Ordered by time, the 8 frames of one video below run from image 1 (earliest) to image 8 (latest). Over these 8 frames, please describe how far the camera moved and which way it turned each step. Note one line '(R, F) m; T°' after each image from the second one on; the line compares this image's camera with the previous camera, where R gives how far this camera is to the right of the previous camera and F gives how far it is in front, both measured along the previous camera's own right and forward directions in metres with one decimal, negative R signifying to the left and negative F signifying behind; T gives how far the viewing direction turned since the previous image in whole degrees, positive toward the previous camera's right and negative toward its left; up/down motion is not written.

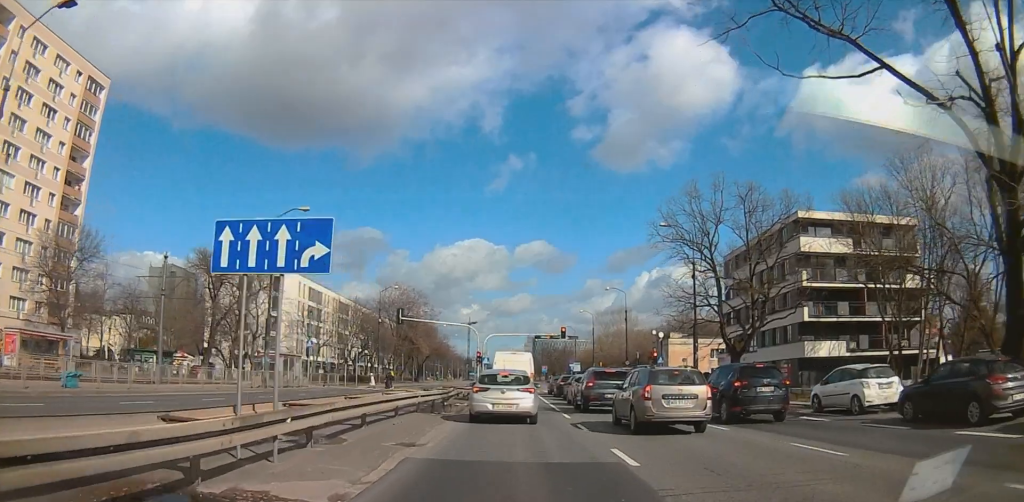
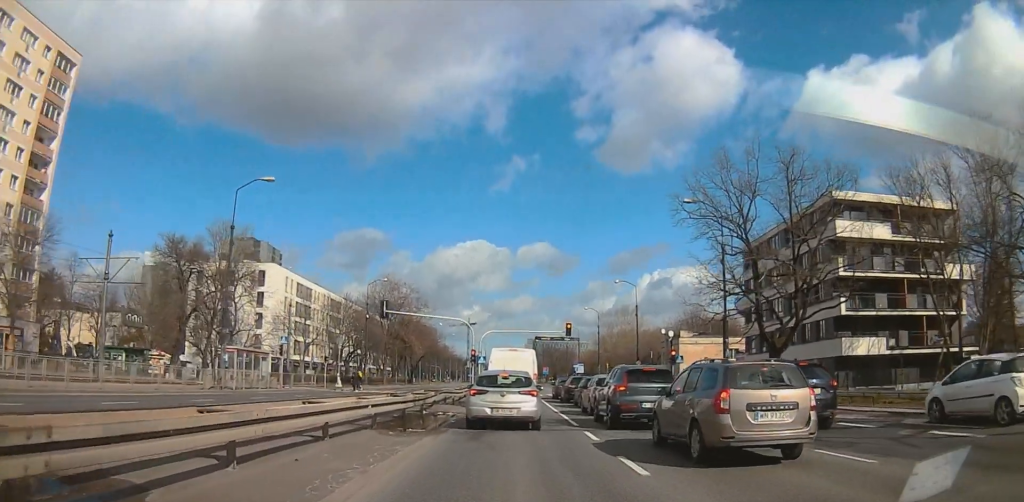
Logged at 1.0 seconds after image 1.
(-0.2, +10.8) m; 0°
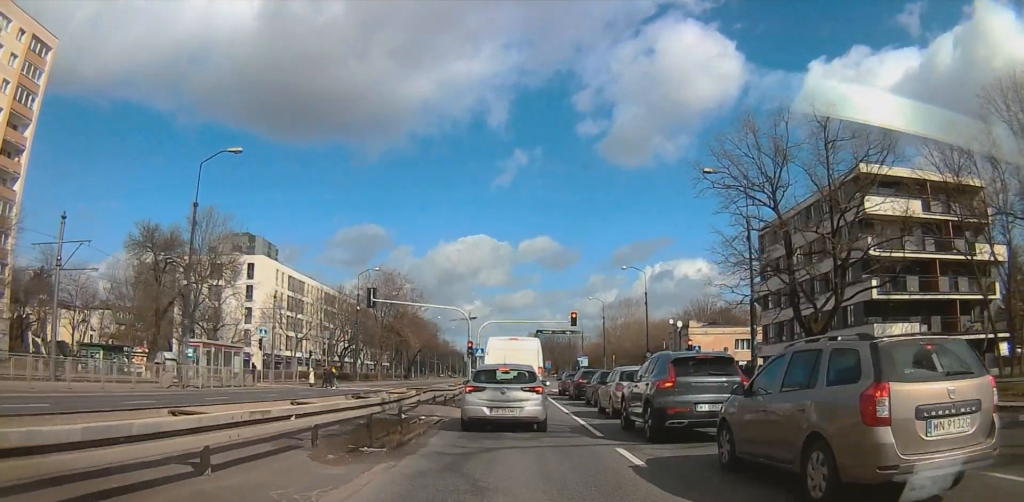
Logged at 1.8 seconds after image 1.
(+0.1, +8.3) m; +1°
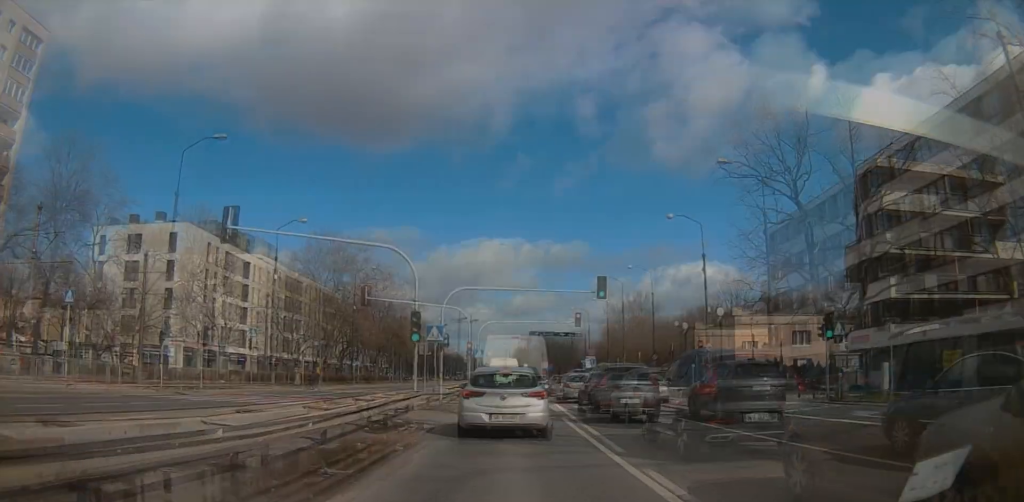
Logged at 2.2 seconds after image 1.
(0.0, +4.1) m; 0°
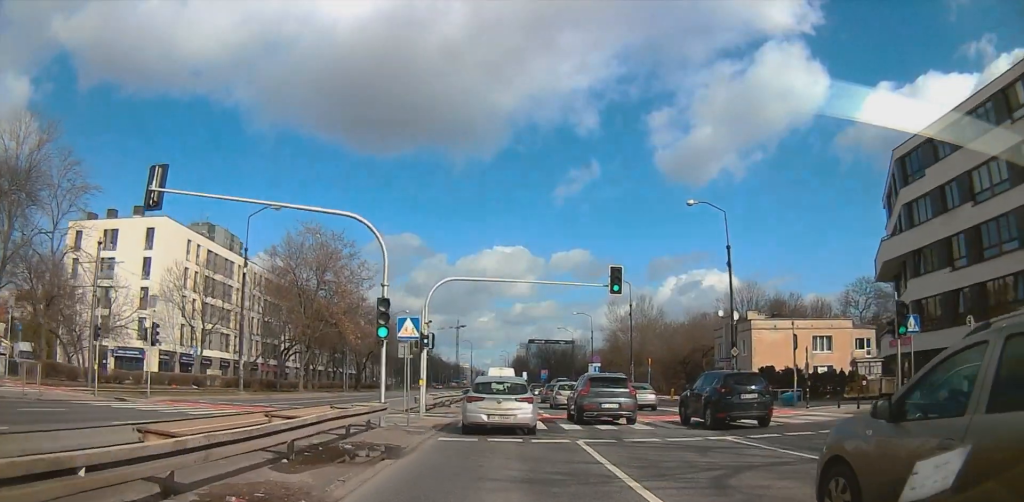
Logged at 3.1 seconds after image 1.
(0.0, +7.6) m; 0°
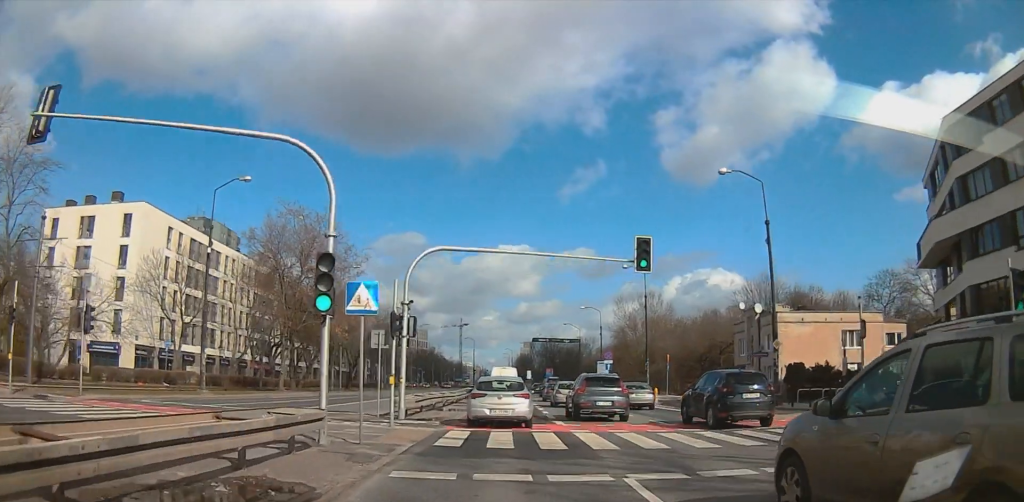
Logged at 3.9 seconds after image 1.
(+0.1, +6.5) m; -2°
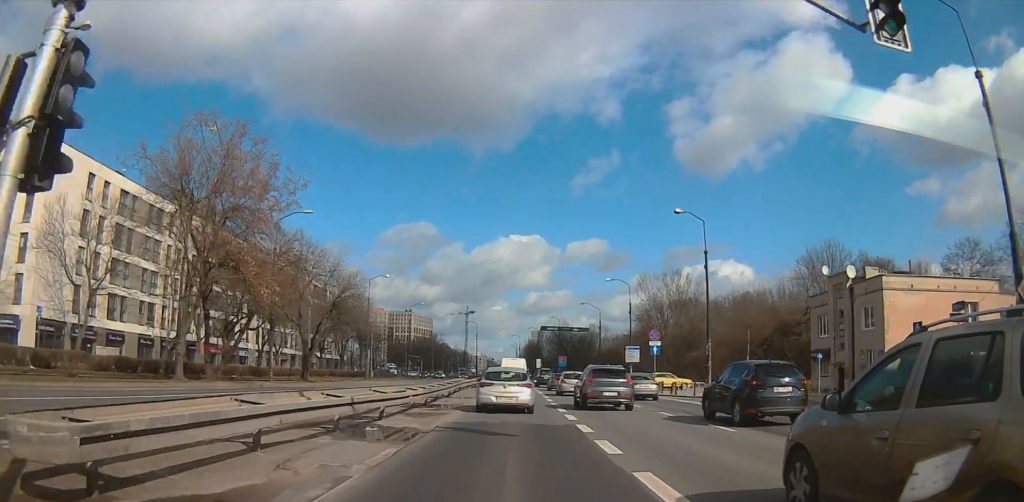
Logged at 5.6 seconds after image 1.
(-0.7, +18.1) m; -2°
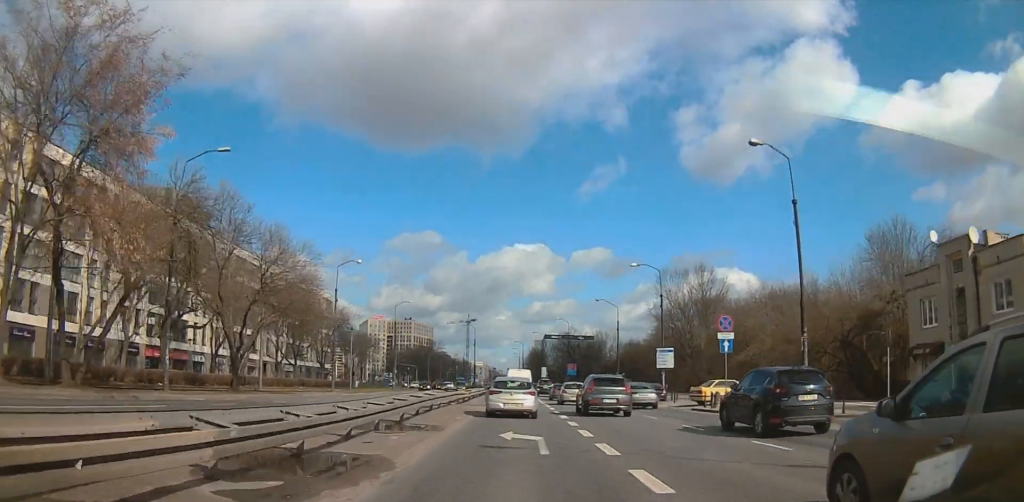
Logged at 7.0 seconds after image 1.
(+0.2, +17.5) m; +1°
